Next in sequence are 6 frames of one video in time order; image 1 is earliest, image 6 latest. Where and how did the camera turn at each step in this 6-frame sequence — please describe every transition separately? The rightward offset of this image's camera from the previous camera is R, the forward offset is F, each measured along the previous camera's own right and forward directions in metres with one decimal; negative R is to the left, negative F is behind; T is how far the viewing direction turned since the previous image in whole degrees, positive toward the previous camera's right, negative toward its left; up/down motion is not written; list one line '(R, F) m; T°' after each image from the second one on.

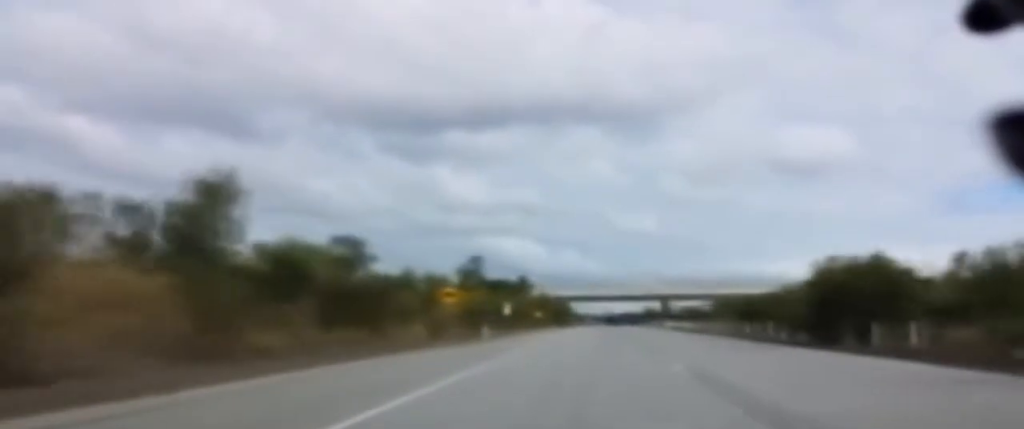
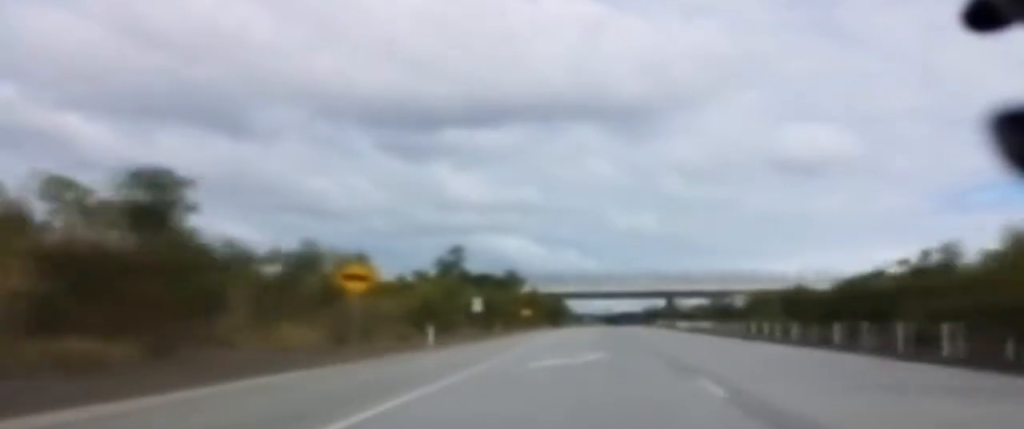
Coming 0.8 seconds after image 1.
(+0.1, +17.2) m; 0°
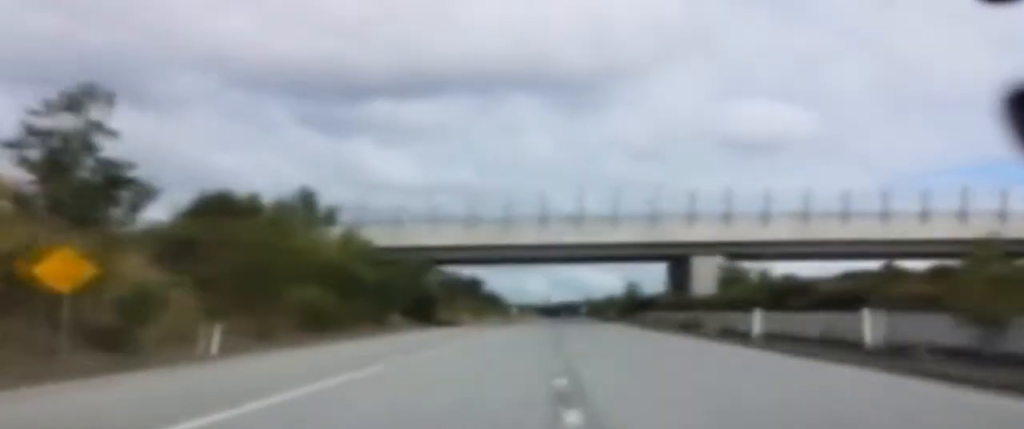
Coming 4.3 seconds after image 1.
(+0.4, +80.2) m; +2°
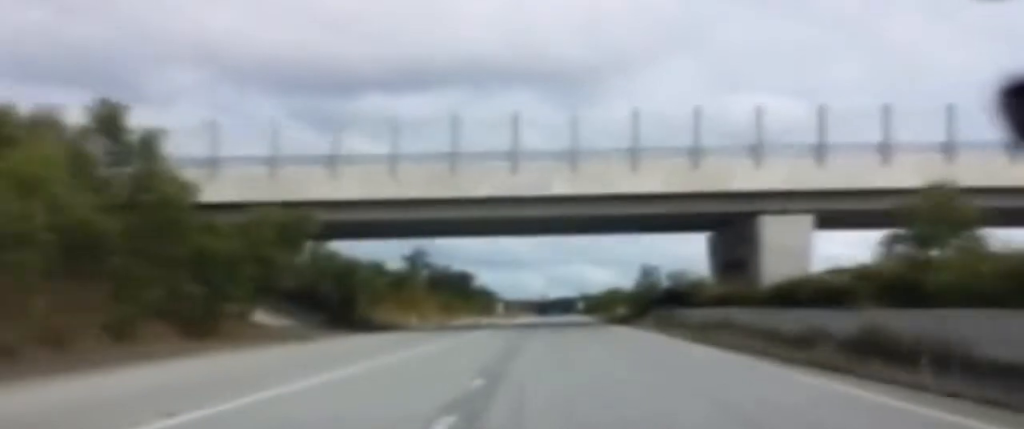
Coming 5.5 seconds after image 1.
(+0.1, +25.9) m; 0°
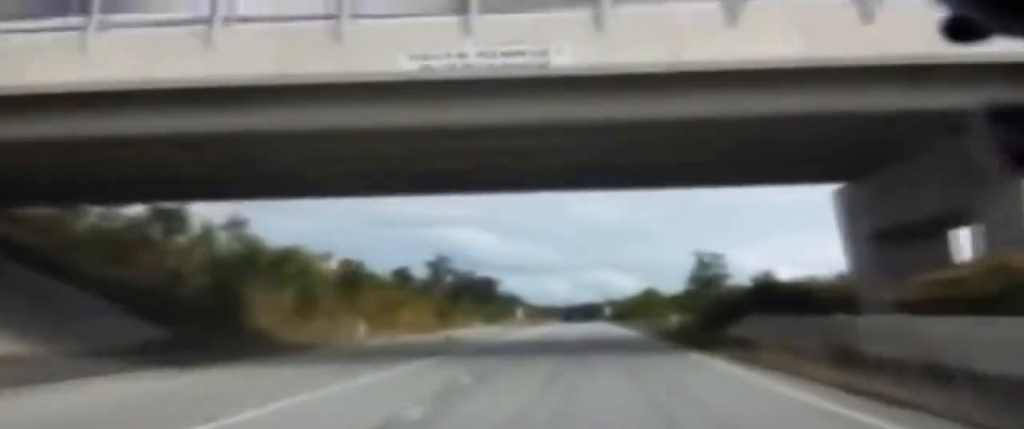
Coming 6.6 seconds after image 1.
(+0.1, +23.9) m; 0°
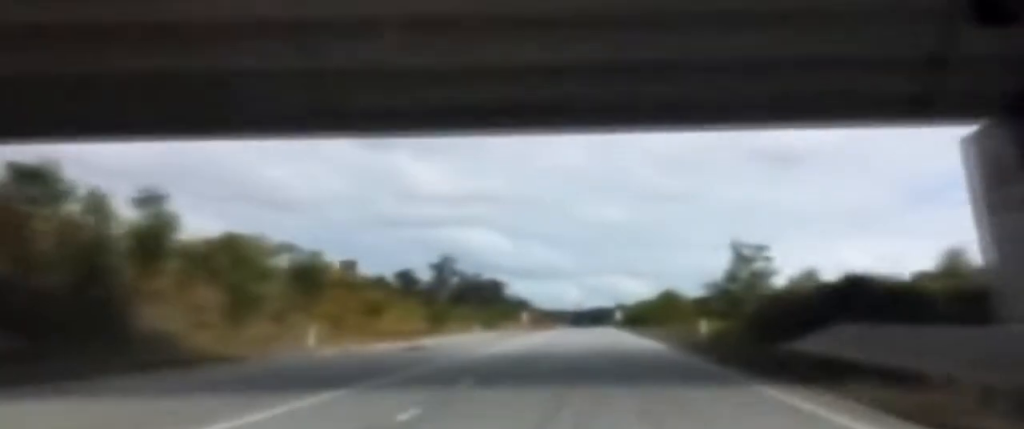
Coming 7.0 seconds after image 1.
(0.0, +8.6) m; 0°
